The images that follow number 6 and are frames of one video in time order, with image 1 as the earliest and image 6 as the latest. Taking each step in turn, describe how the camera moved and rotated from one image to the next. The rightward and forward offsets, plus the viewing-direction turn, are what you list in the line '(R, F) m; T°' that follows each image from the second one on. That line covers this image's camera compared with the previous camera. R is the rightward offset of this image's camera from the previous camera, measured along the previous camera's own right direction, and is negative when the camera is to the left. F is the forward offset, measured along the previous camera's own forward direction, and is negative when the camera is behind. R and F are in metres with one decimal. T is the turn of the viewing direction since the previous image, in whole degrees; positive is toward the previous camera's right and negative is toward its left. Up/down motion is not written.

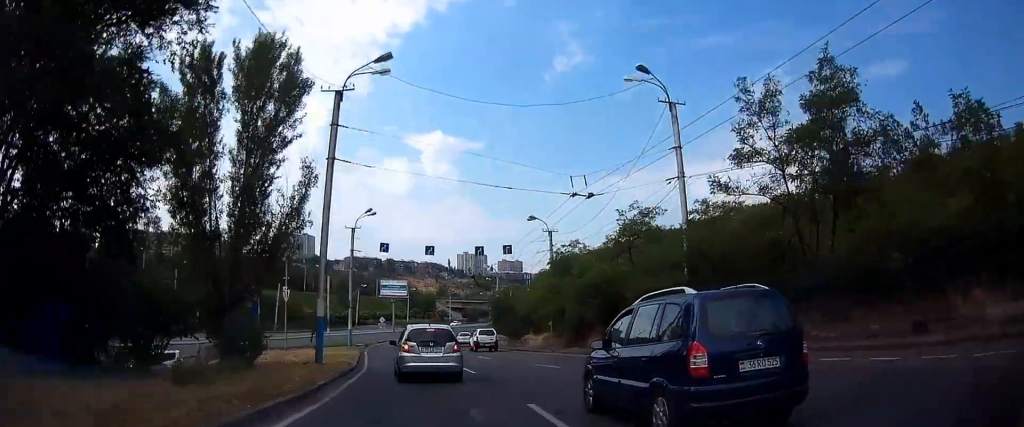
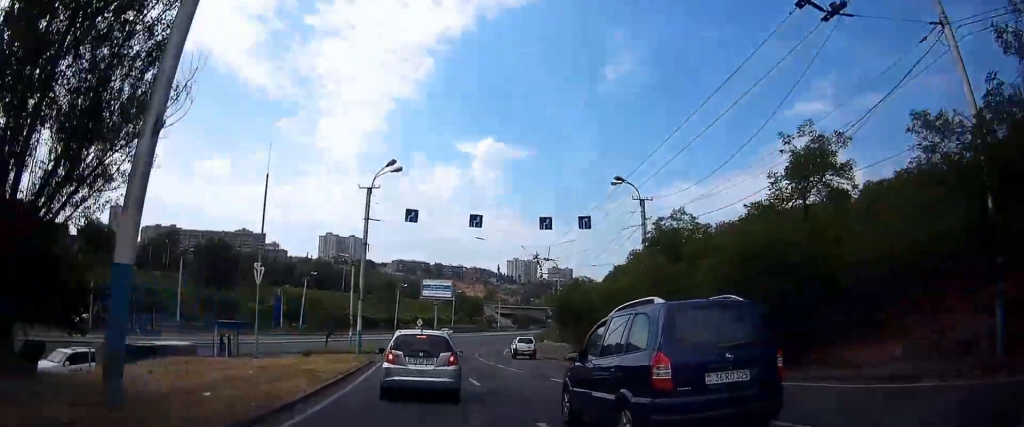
(-0.8, +13.7) m; -11°
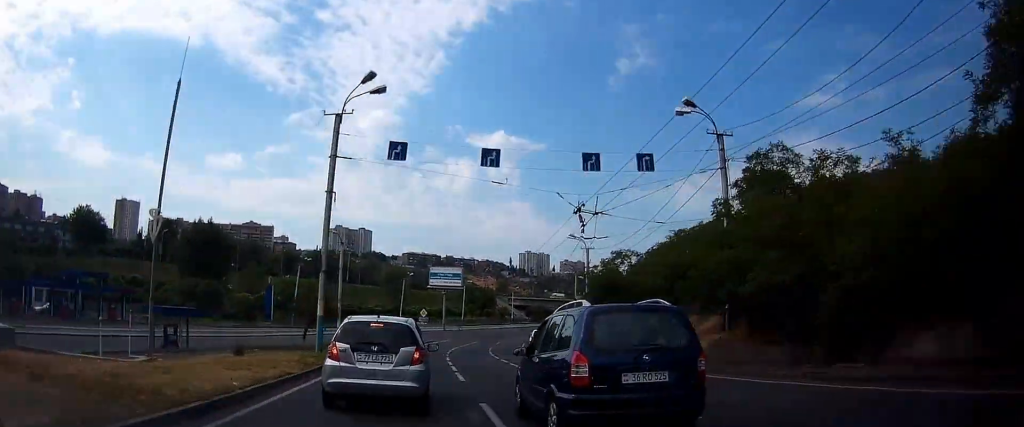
(-1.3, +10.9) m; -7°
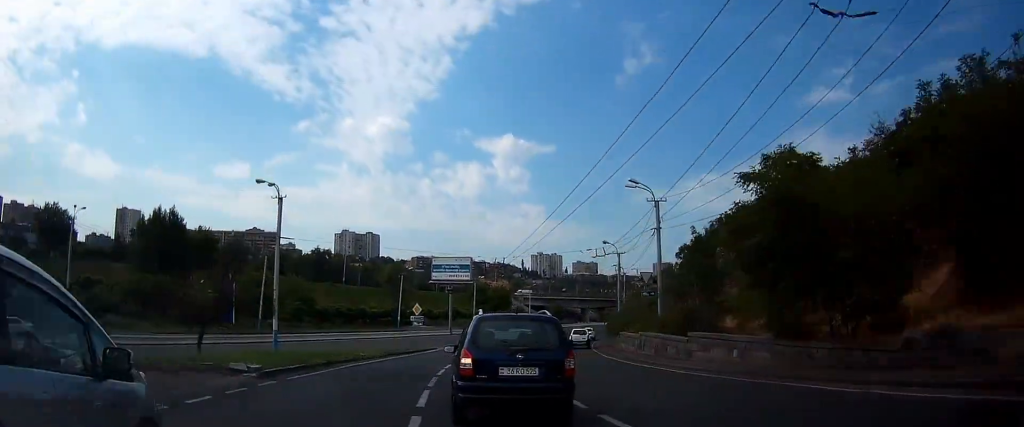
(-1.0, +20.1) m; -5°
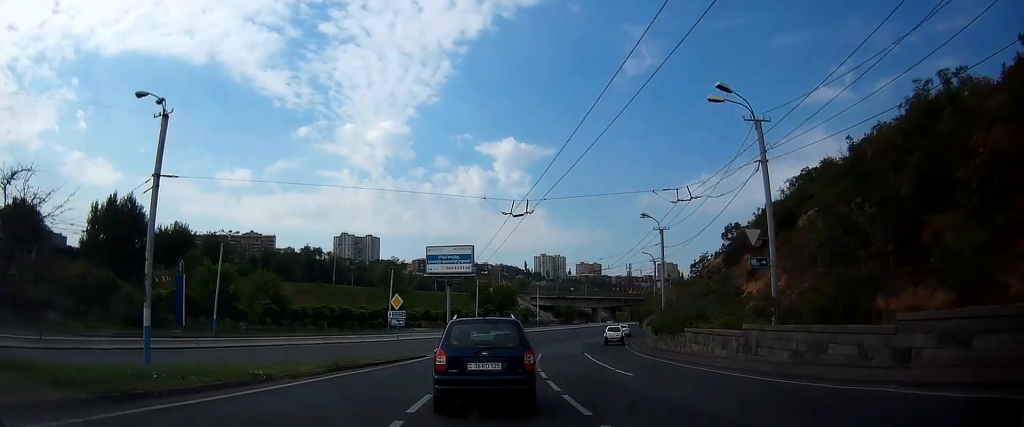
(-0.3, +14.7) m; -2°
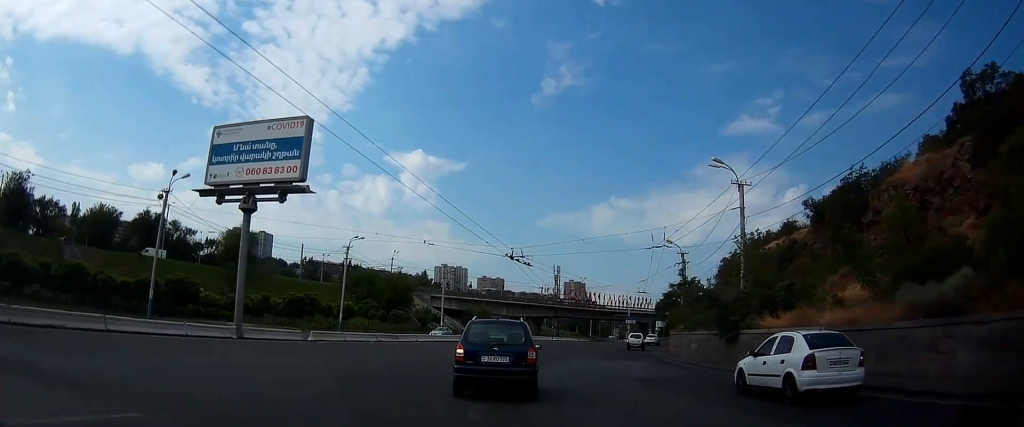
(0.0, +43.8) m; +4°
